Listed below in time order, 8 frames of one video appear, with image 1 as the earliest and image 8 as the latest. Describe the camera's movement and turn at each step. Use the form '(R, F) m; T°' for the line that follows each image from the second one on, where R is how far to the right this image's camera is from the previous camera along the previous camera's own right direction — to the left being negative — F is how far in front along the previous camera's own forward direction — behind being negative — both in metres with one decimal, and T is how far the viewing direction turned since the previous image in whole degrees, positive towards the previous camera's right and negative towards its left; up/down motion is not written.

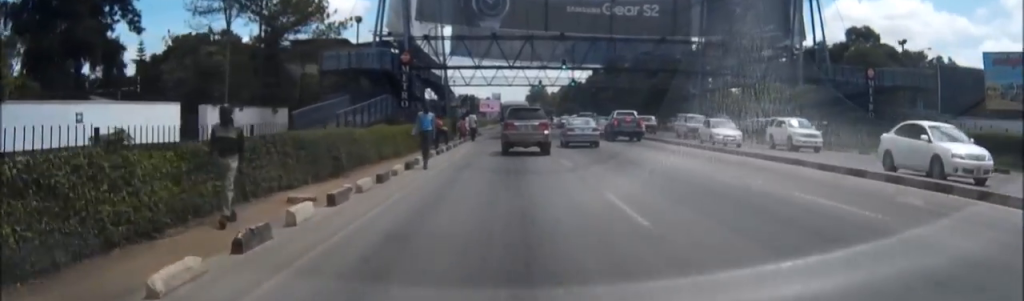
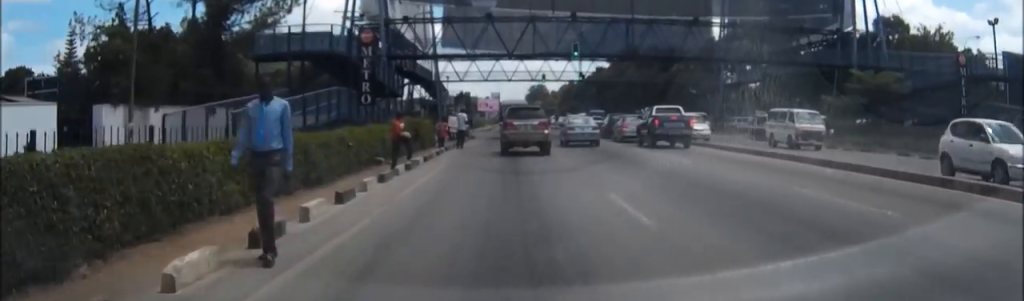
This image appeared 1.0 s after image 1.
(0.0, +12.4) m; 0°
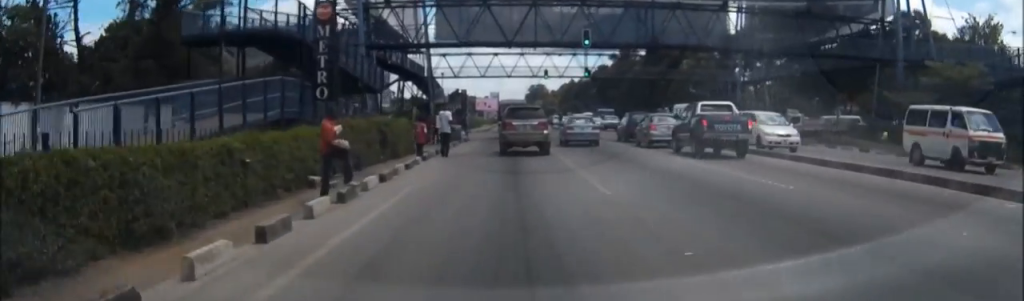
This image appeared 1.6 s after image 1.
(0.0, +8.1) m; 0°
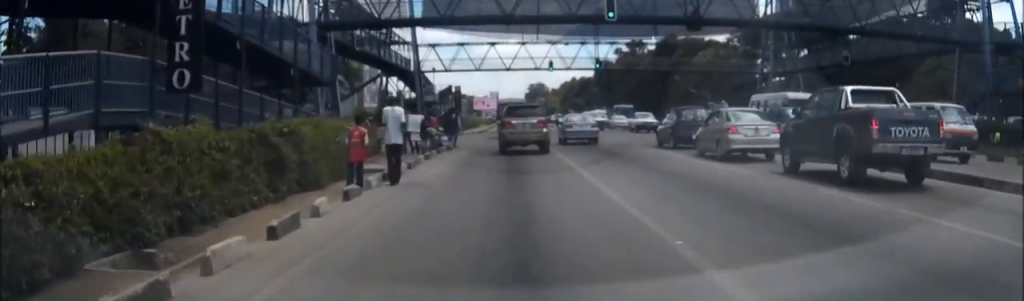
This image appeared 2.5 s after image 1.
(0.0, +11.7) m; 0°
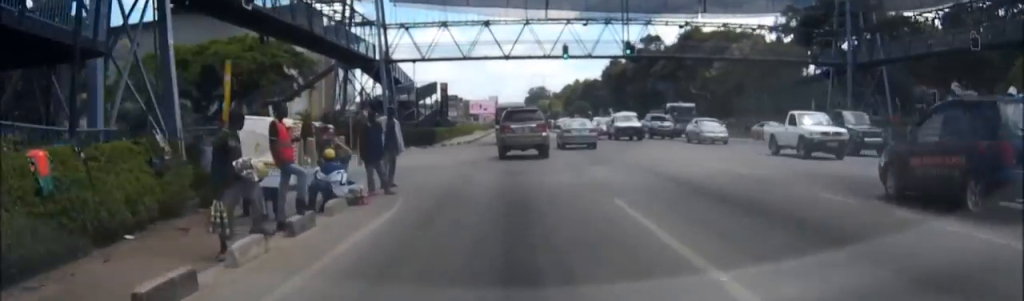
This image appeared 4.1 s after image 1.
(+0.1, +19.6) m; -1°
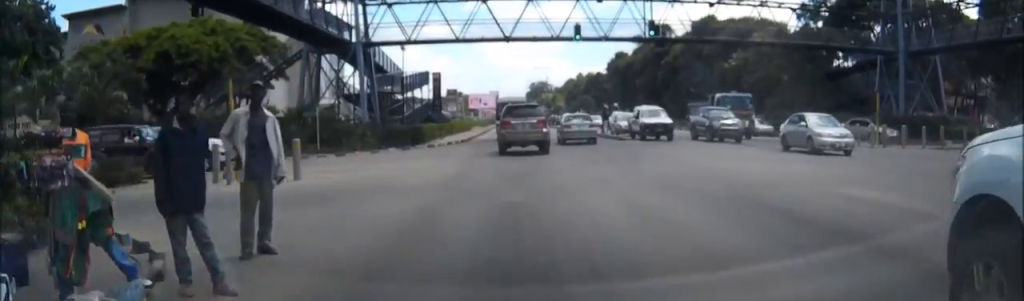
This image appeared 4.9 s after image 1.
(-0.1, +8.9) m; -1°
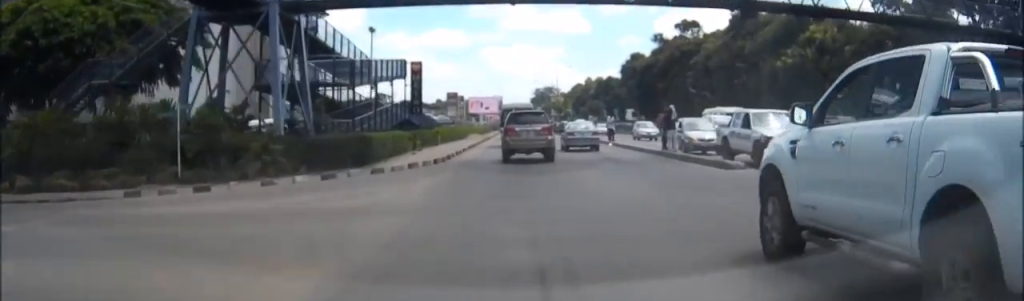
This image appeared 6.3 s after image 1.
(-0.1, +17.6) m; 0°
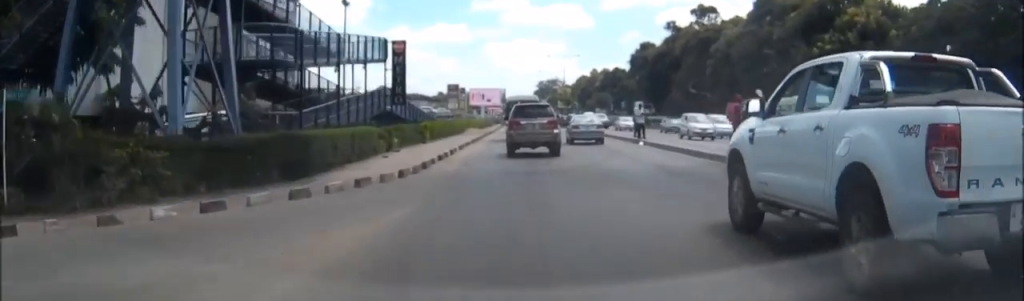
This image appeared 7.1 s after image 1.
(0.0, +9.0) m; 0°
